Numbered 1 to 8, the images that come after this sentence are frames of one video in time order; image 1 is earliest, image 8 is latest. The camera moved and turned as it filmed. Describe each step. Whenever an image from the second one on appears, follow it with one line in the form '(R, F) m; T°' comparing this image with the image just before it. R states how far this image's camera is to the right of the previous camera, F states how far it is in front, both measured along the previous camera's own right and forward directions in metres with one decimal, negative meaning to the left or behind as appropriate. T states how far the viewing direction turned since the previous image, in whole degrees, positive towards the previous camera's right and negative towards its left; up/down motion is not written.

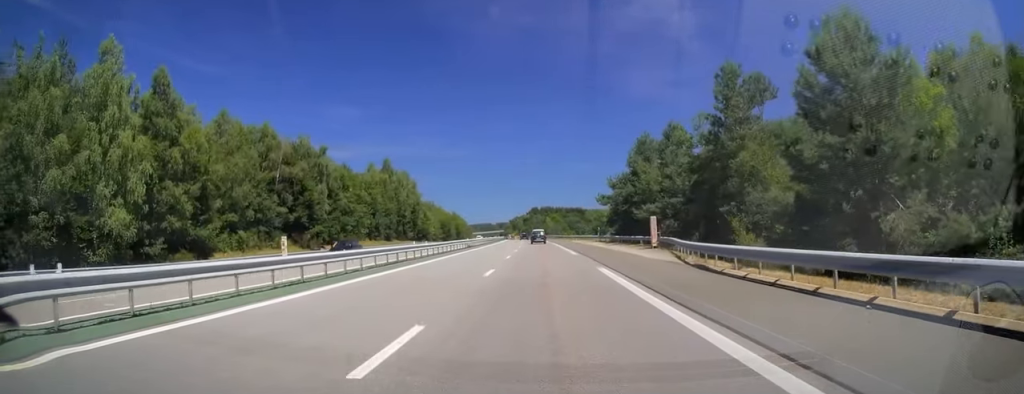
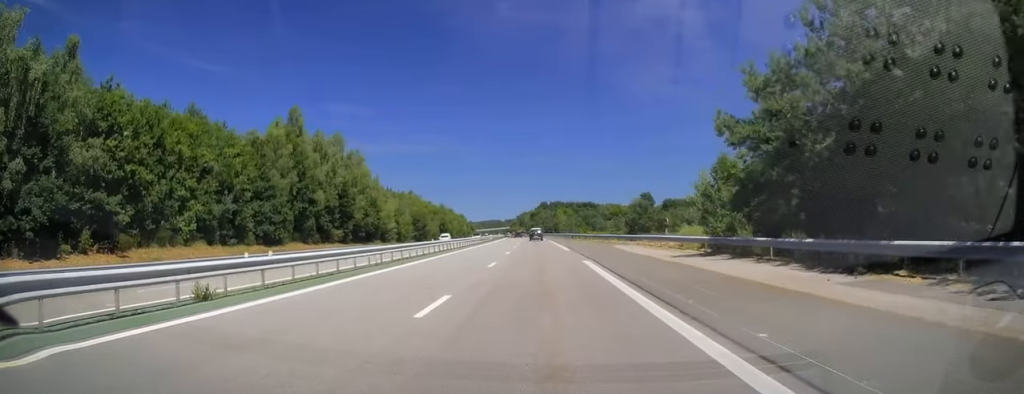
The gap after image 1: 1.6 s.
(-0.6, +48.3) m; -1°
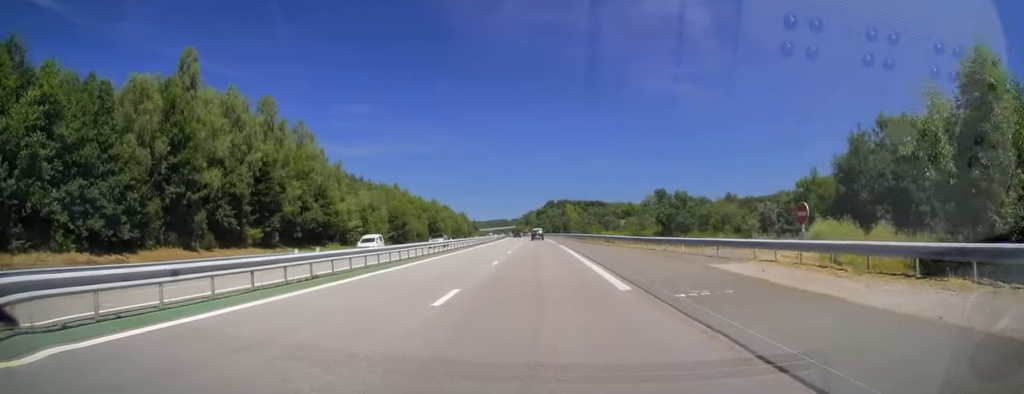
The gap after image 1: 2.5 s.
(0.0, +24.6) m; -1°
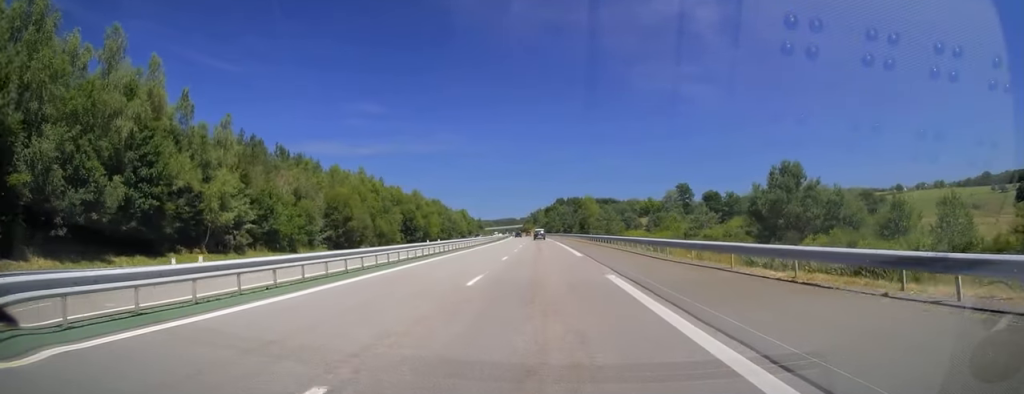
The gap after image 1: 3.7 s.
(-0.5, +35.1) m; -1°
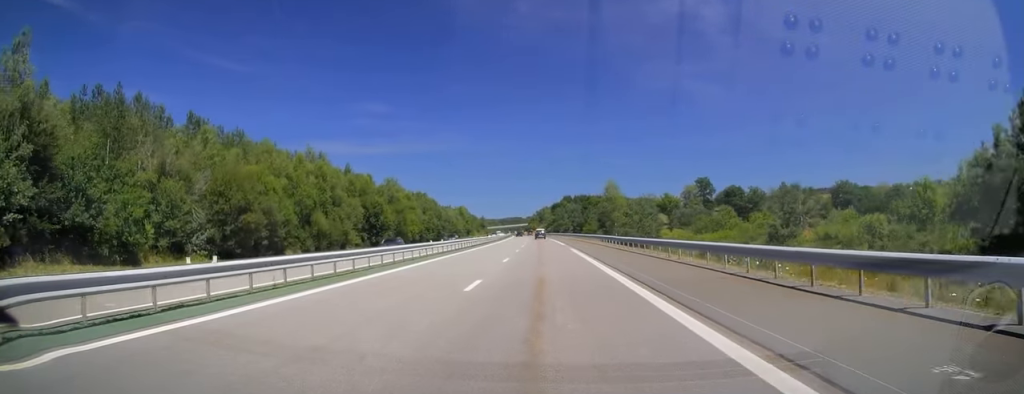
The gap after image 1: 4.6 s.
(0.0, +27.7) m; 0°
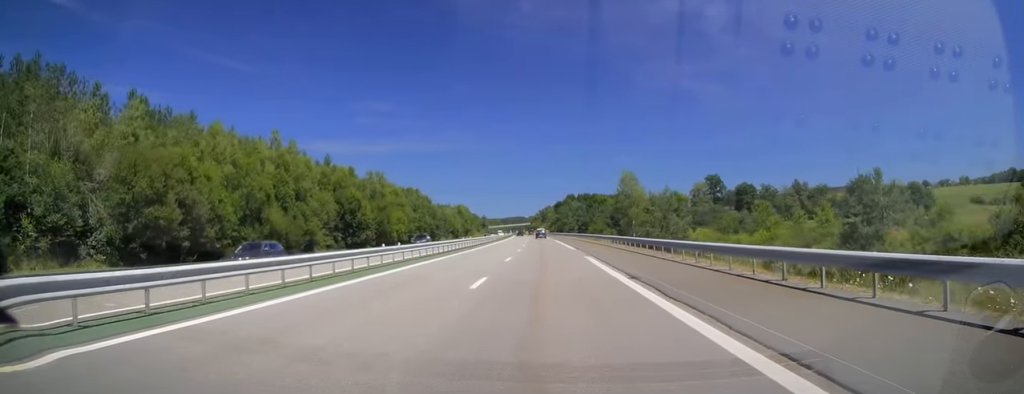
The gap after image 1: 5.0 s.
(0.0, +12.3) m; 0°
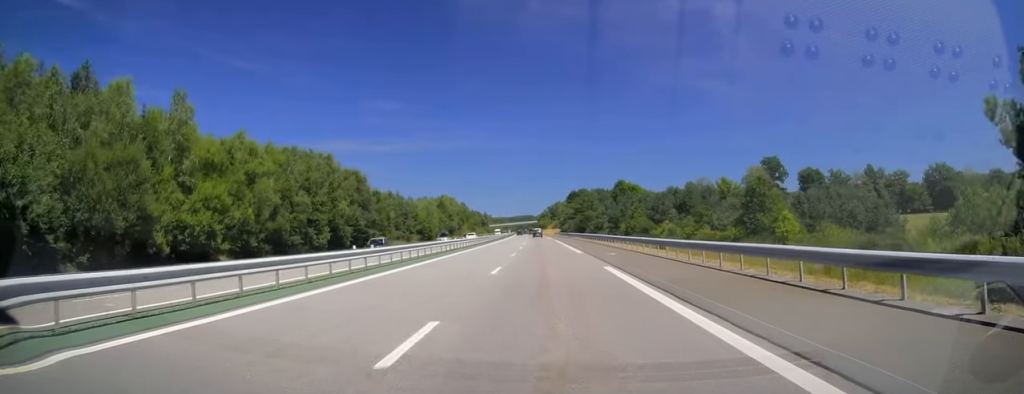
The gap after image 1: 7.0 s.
(-0.9, +60.5) m; -2°
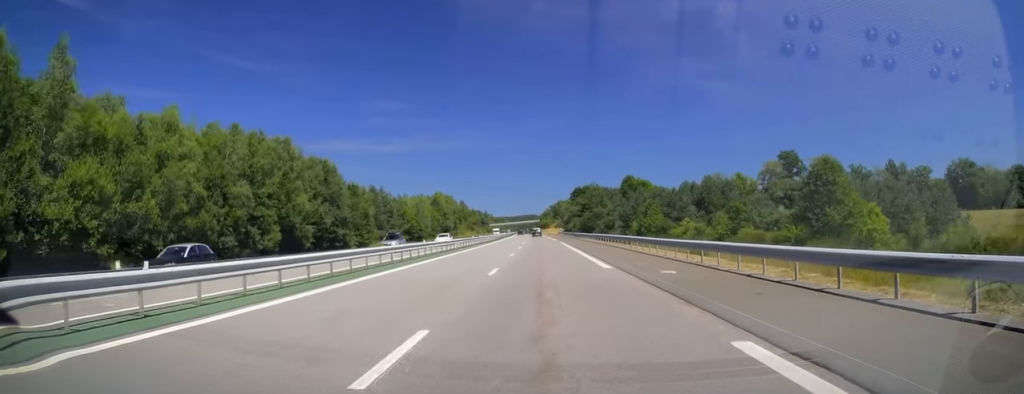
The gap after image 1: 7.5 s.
(0.0, +13.8) m; 0°
